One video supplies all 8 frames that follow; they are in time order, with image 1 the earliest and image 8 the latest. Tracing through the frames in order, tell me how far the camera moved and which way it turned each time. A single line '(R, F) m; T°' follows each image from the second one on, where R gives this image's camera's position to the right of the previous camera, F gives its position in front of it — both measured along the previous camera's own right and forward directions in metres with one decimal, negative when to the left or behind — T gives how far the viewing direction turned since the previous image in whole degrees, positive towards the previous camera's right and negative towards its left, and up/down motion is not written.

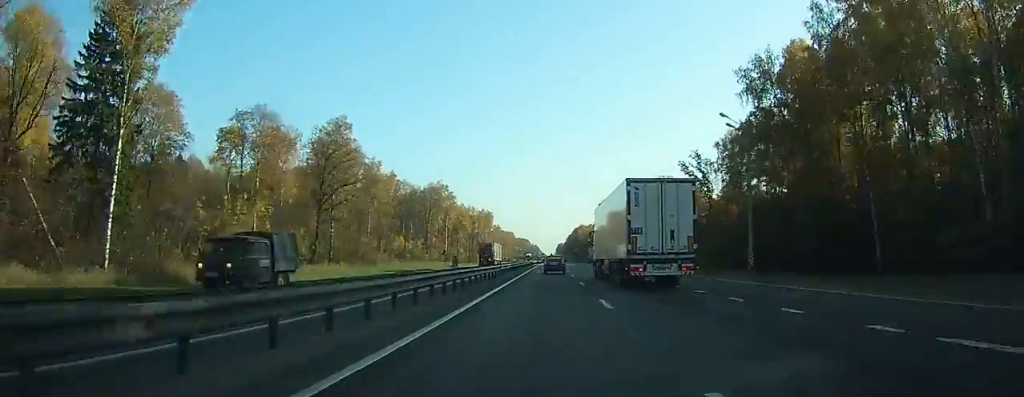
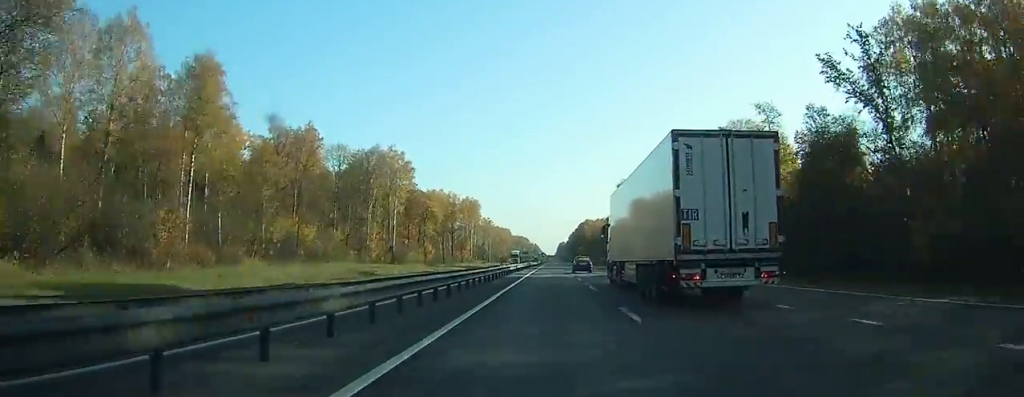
(0.0, +60.1) m; 0°
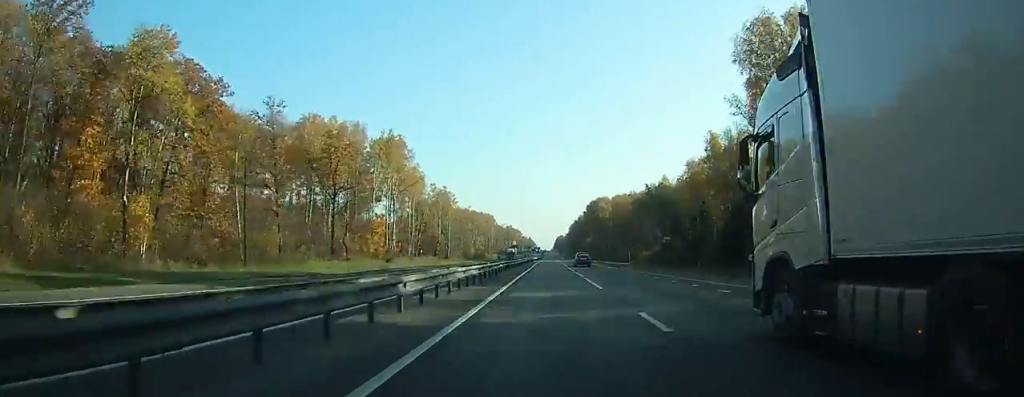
(+0.7, +129.0) m; +1°
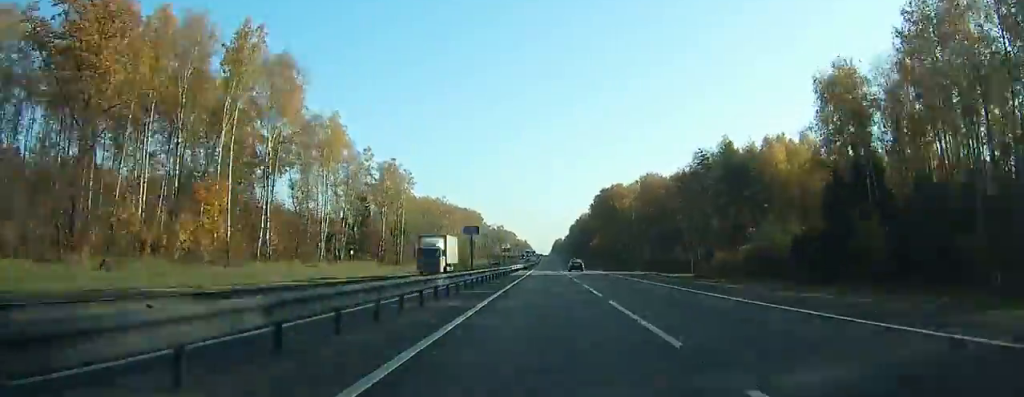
(+0.1, +59.5) m; 0°
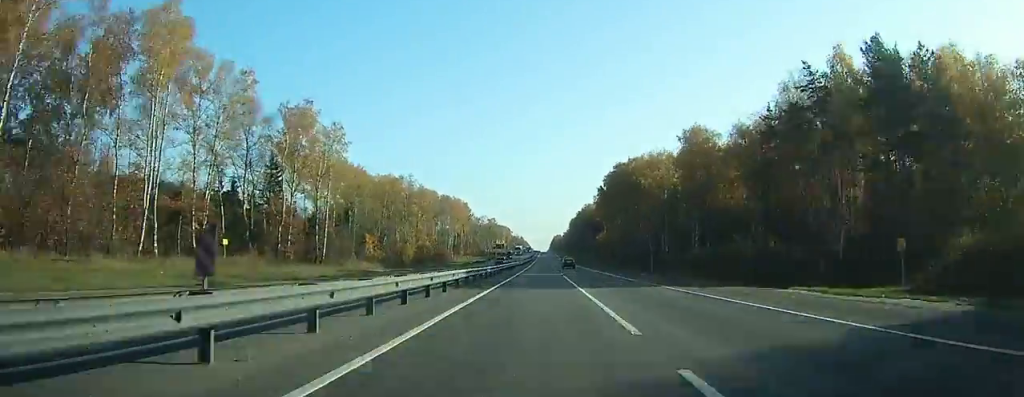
(+0.1, +43.4) m; 0°
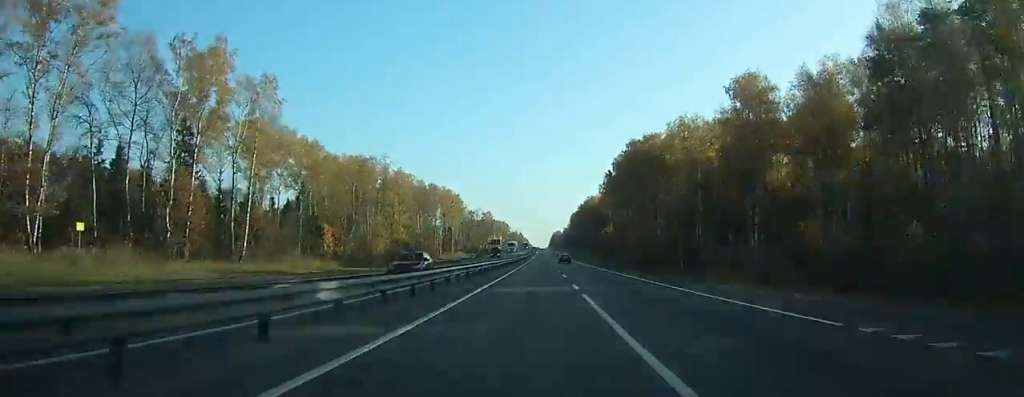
(0.0, +23.8) m; 0°
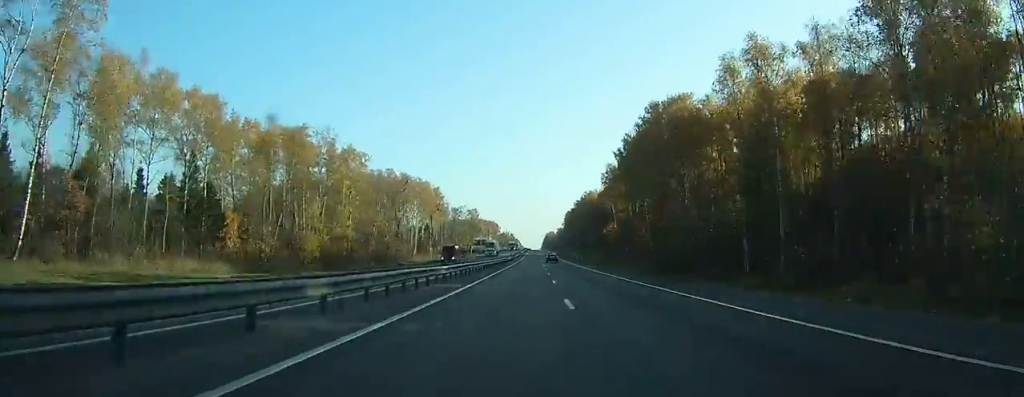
(+0.1, +31.6) m; 0°
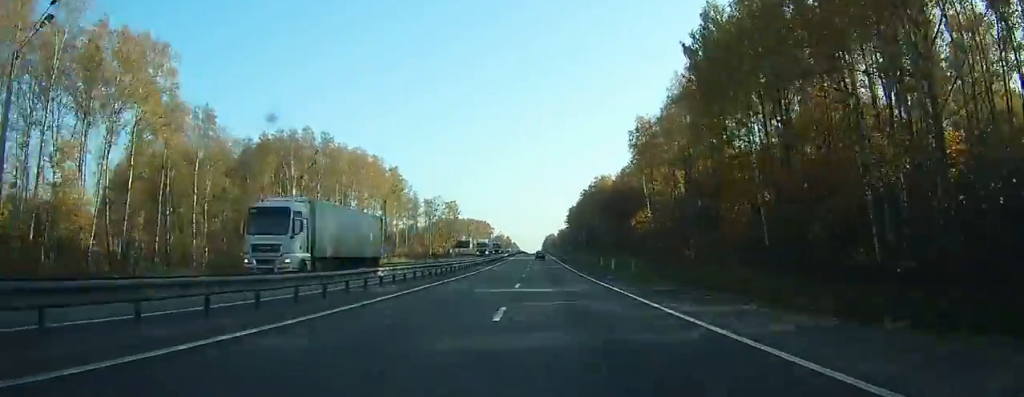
(+0.3, +63.2) m; 0°
